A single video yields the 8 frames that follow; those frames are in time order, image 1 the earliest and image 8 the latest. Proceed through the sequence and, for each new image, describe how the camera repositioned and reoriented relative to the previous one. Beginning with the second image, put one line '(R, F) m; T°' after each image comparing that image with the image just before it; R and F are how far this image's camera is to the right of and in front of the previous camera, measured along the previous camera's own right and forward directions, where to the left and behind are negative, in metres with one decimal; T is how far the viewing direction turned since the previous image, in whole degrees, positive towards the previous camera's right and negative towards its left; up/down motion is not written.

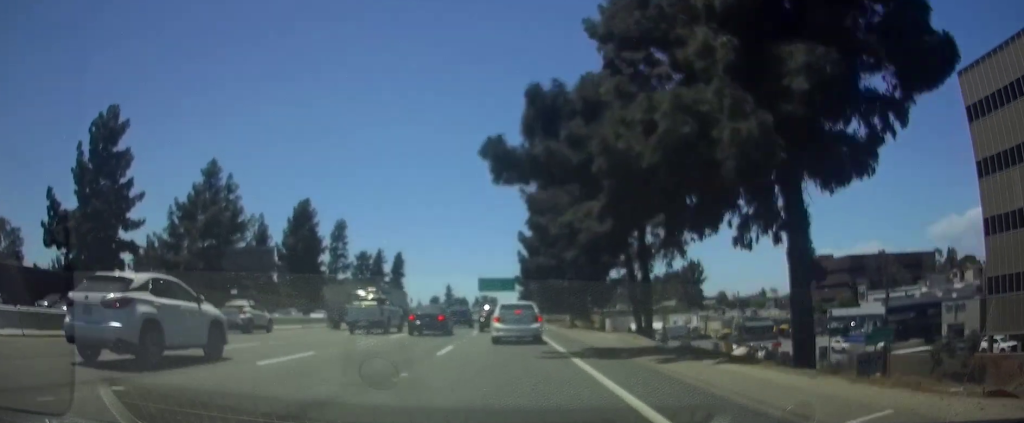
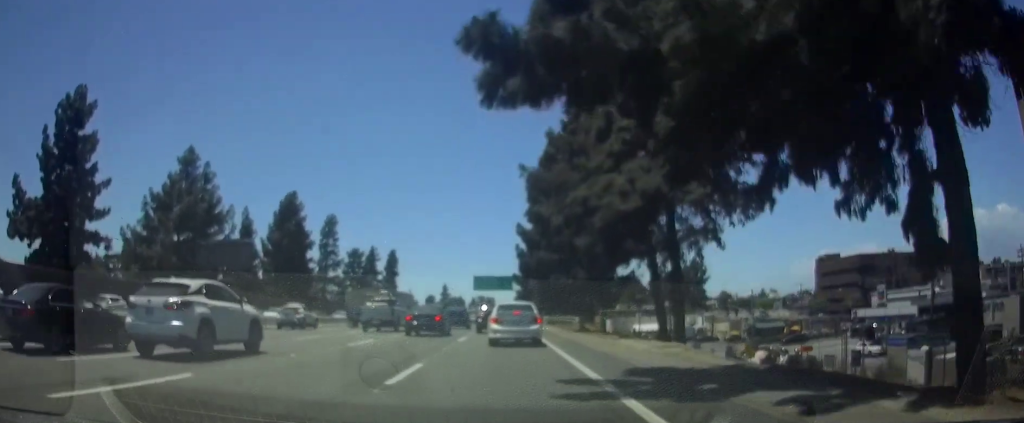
(+0.1, +6.6) m; +1°
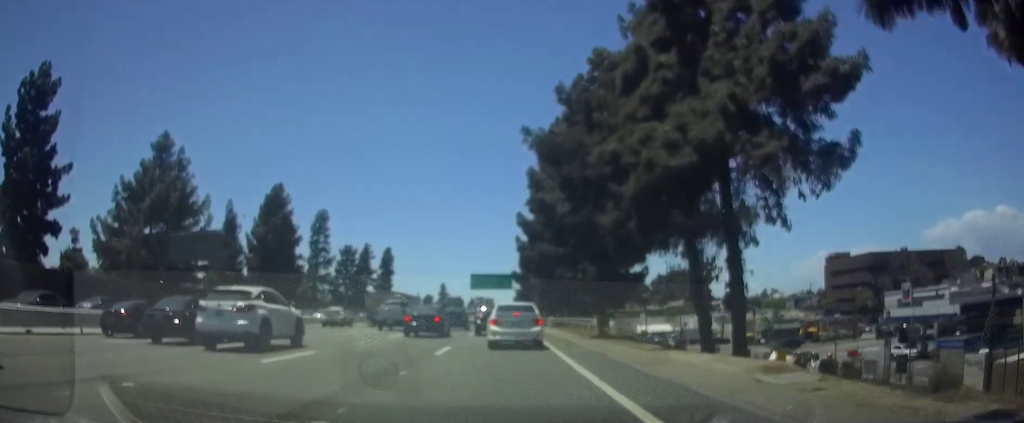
(0.0, +7.2) m; 0°
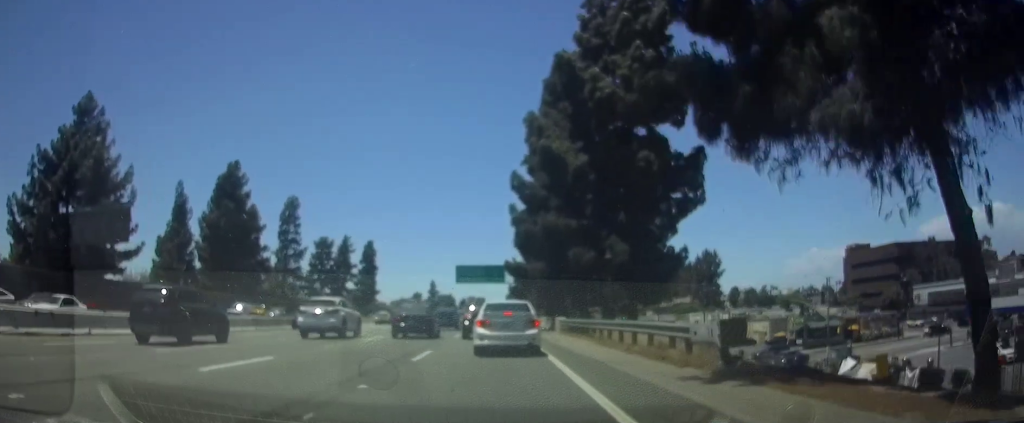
(-0.3, +16.3) m; -1°
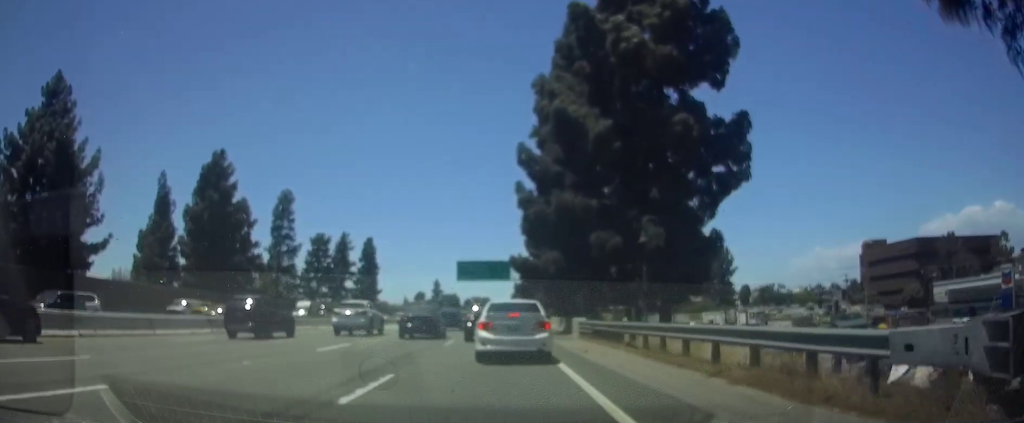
(+0.1, +6.7) m; +1°
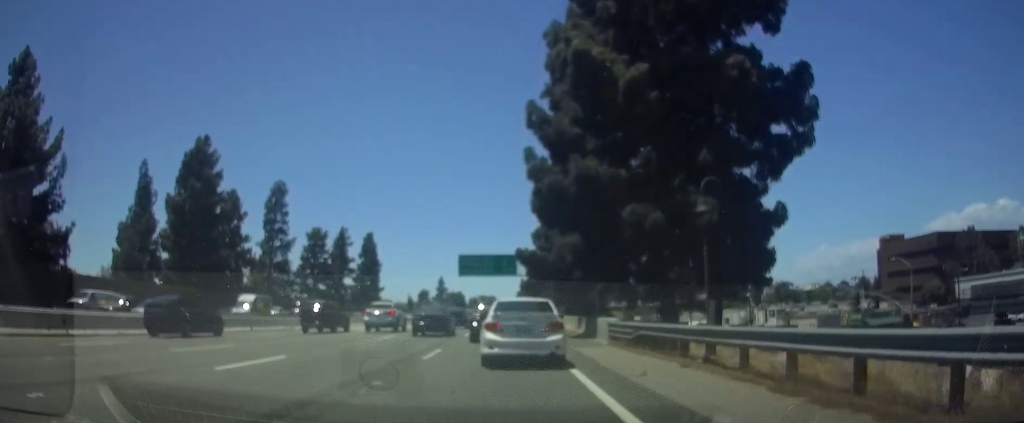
(0.0, +6.9) m; +1°
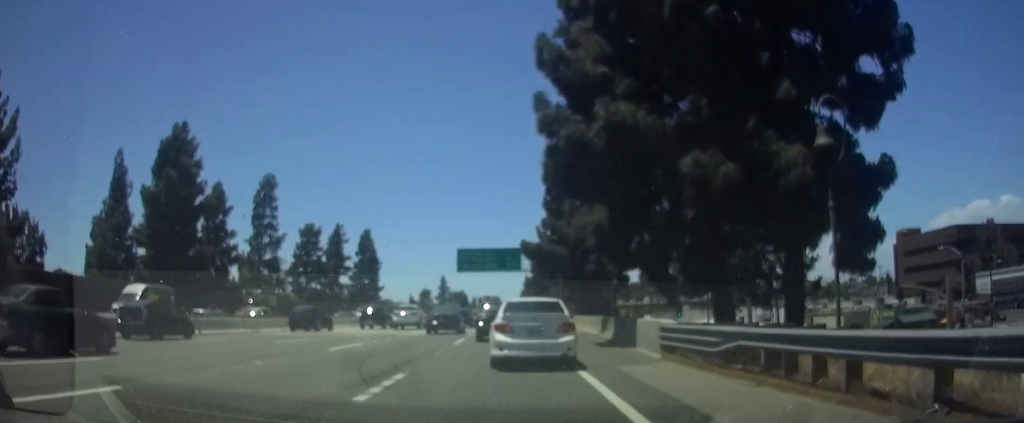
(+0.2, +7.6) m; 0°
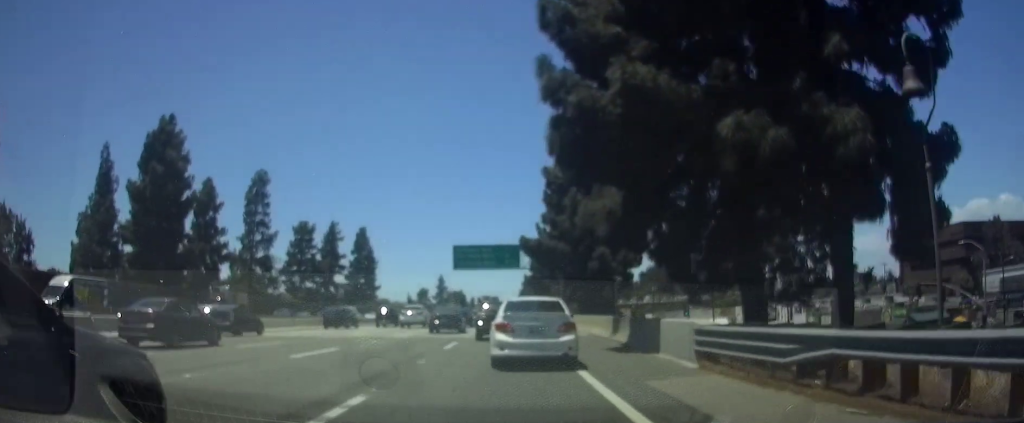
(+0.1, +3.2) m; -2°
